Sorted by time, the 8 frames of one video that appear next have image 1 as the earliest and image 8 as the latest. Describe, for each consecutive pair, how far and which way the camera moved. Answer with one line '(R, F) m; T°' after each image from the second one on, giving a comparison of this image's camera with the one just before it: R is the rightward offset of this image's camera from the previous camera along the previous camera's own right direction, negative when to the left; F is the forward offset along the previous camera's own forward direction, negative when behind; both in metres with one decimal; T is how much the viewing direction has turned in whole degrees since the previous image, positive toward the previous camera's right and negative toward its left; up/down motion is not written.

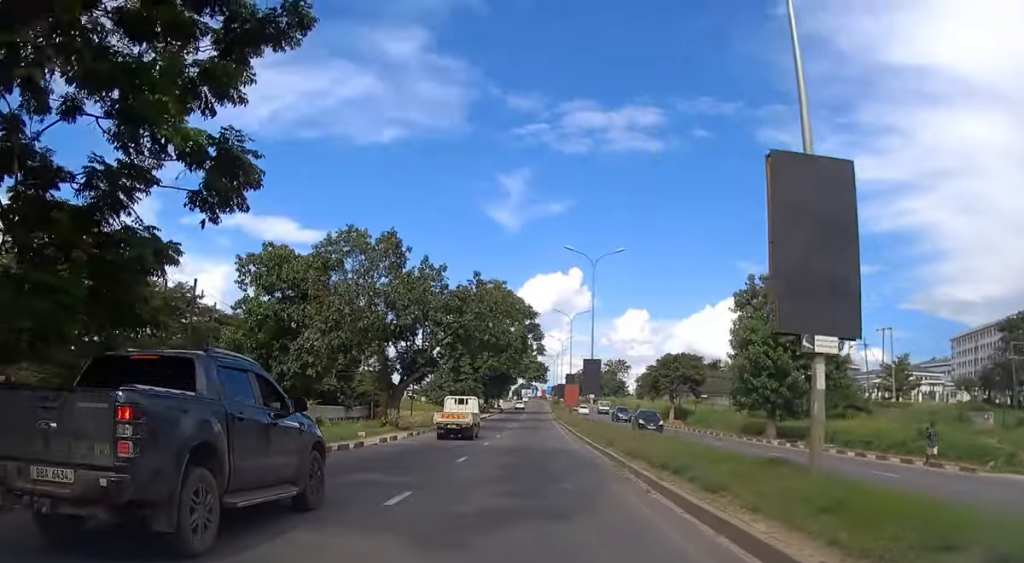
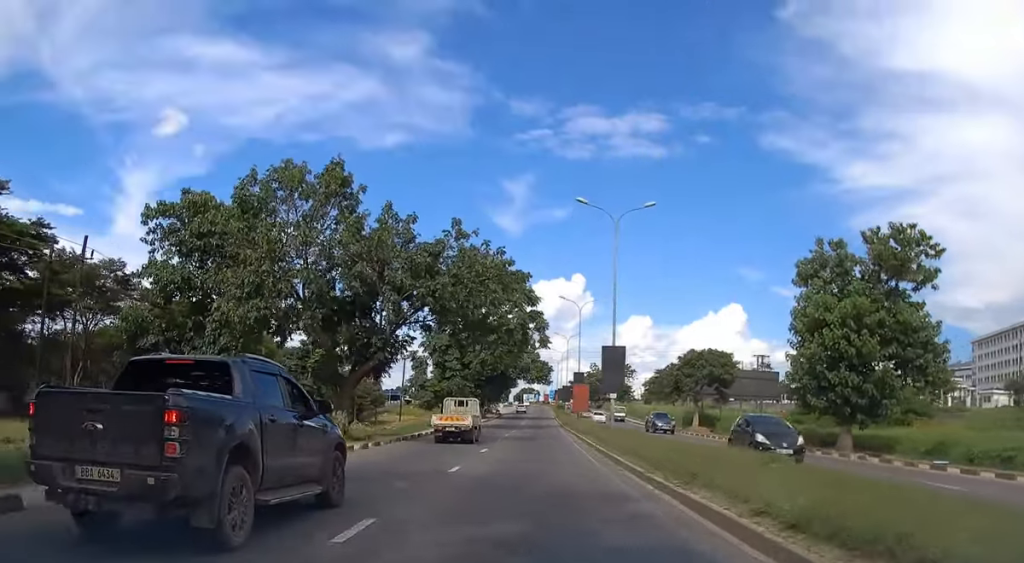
(0.0, +12.1) m; 0°
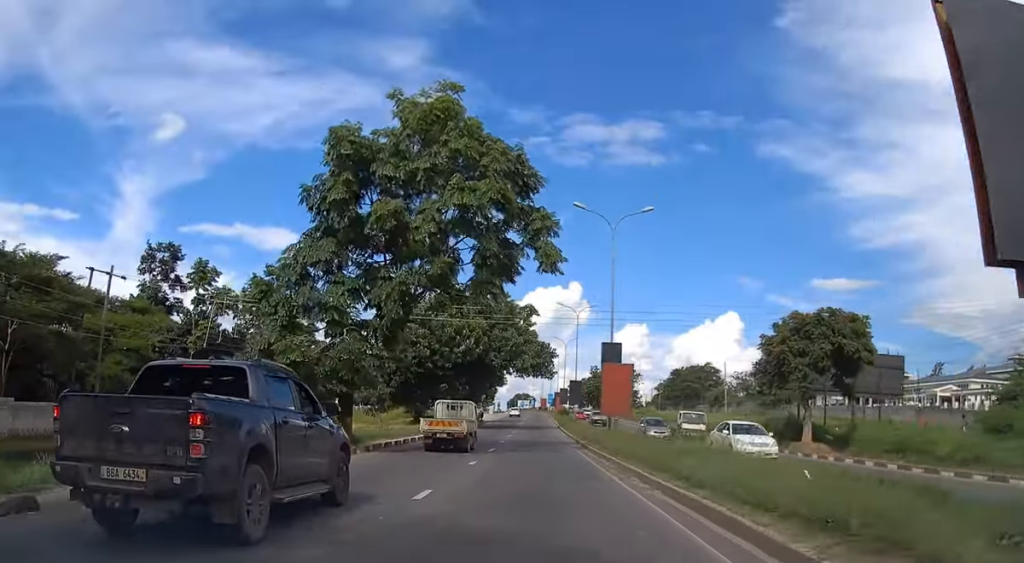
(0.0, +32.0) m; 0°
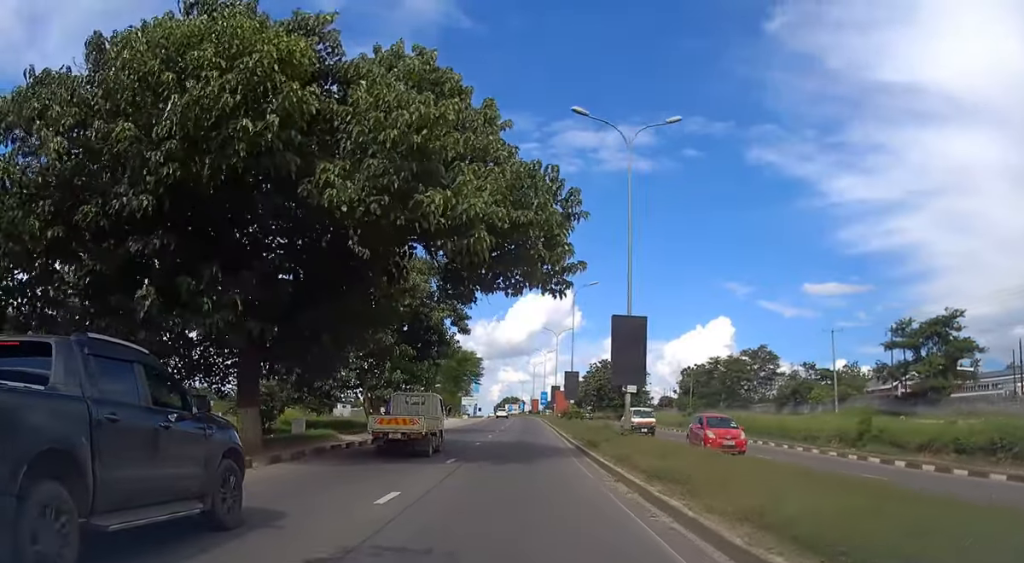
(0.0, +45.9) m; 0°
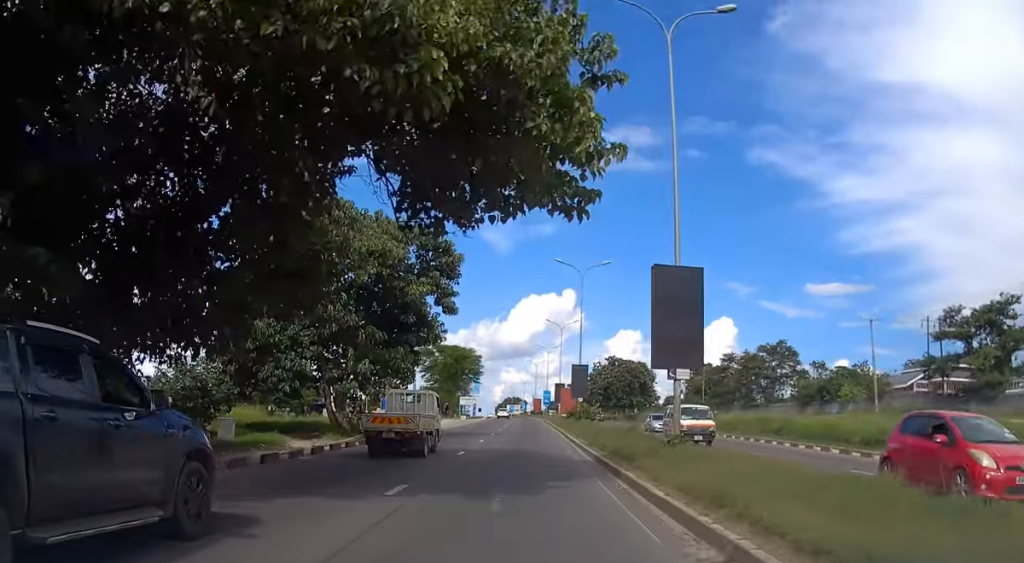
(+0.1, +8.2) m; 0°
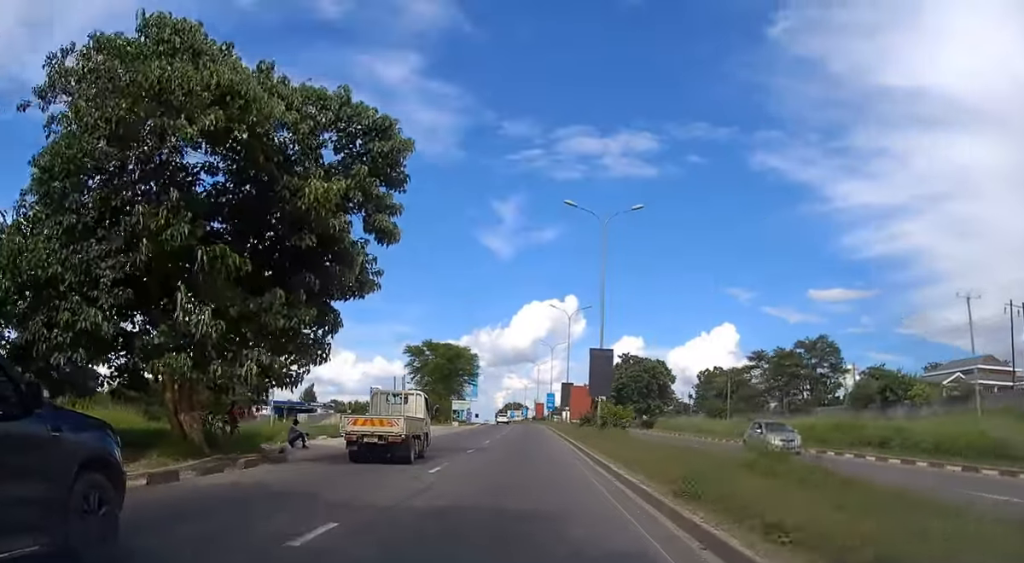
(0.0, +15.4) m; 0°
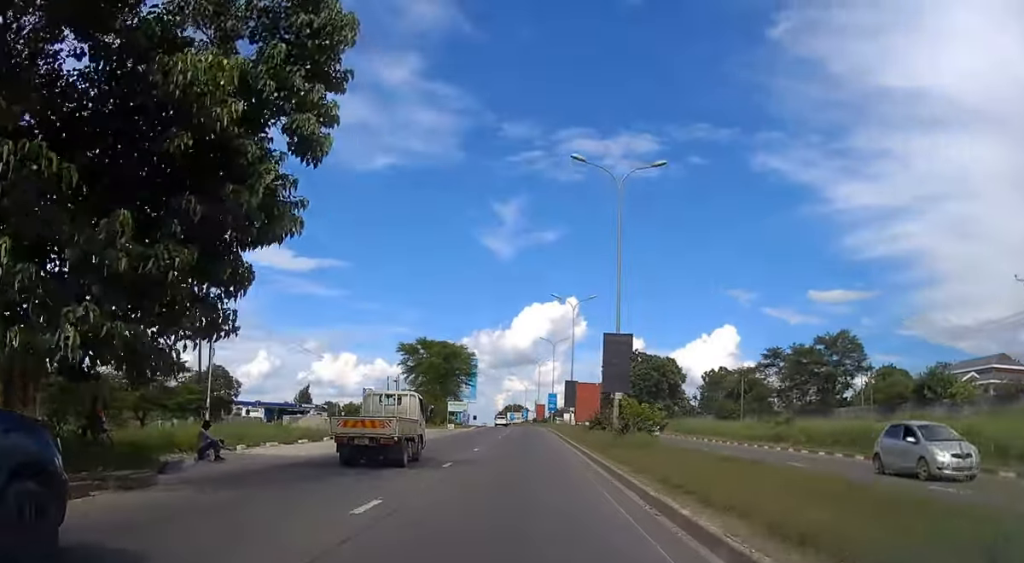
(-0.1, +7.0) m; 0°
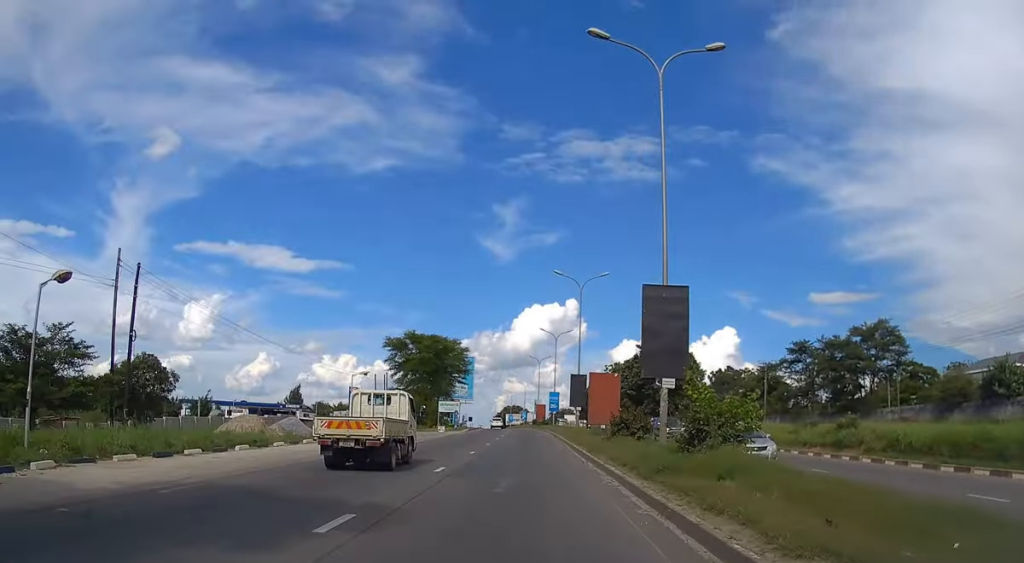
(+0.1, +10.7) m; 0°
